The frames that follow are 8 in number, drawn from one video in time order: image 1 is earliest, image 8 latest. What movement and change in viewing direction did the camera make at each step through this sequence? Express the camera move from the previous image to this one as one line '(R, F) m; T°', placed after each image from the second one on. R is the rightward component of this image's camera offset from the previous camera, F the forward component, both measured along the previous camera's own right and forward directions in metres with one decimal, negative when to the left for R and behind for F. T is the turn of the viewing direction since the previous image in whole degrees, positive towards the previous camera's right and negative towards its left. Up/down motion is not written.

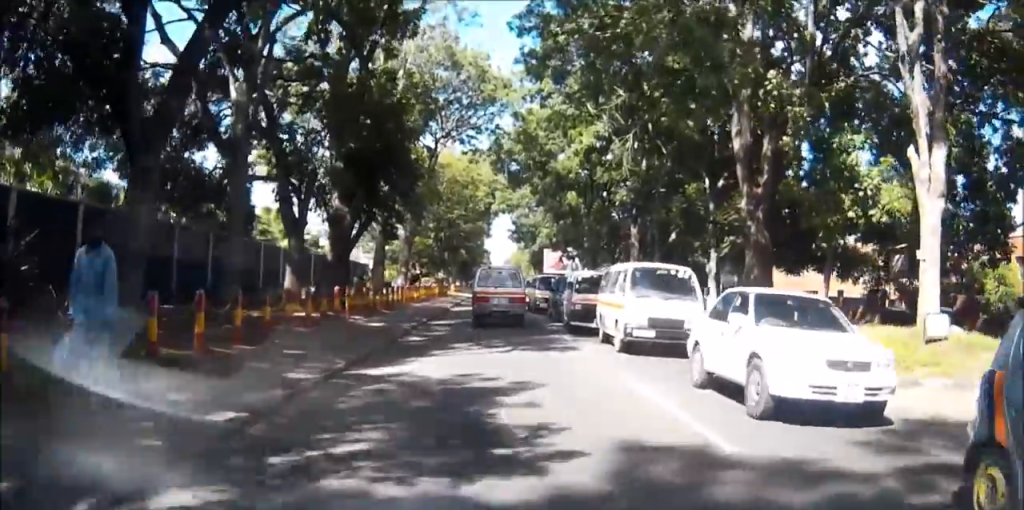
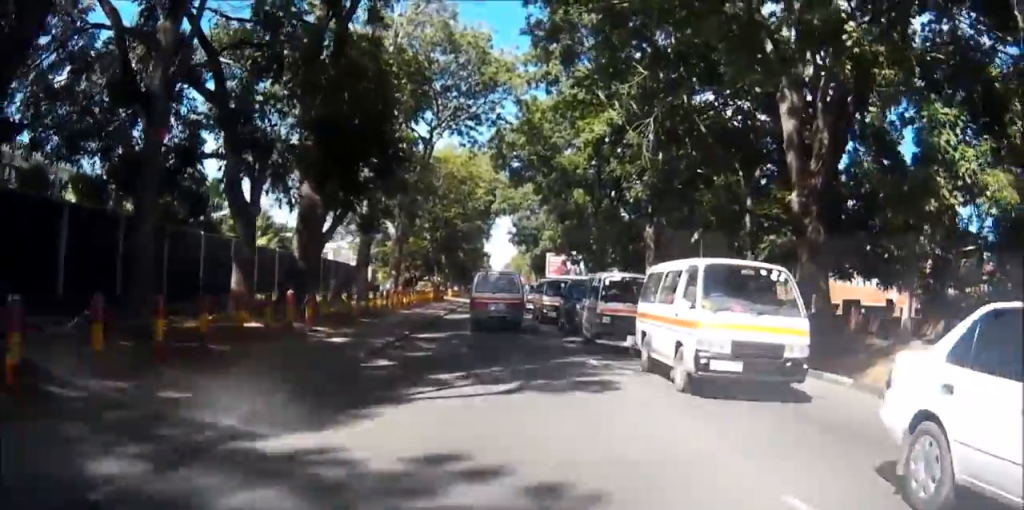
(-0.1, +4.9) m; -1°
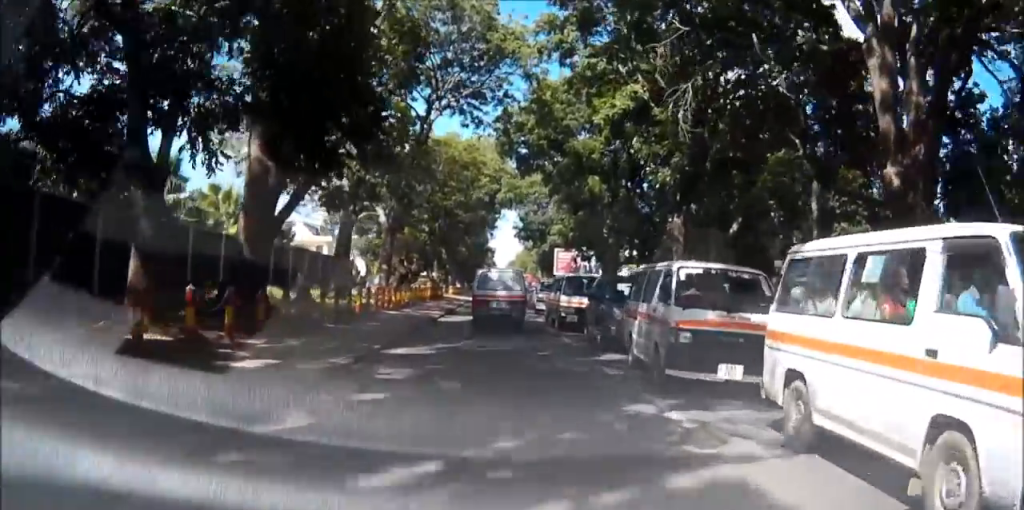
(0.0, +5.6) m; 0°
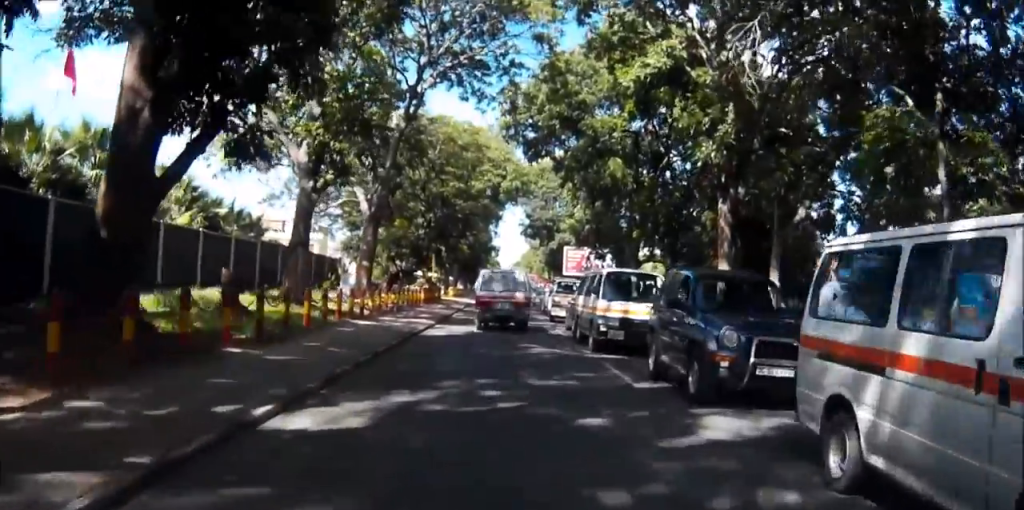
(0.0, +7.1) m; 0°
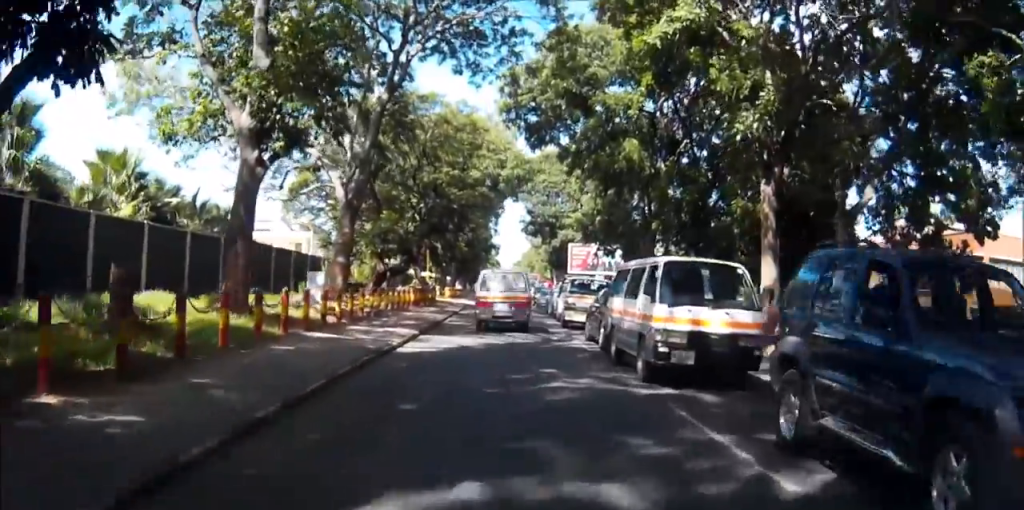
(0.0, +5.4) m; +1°
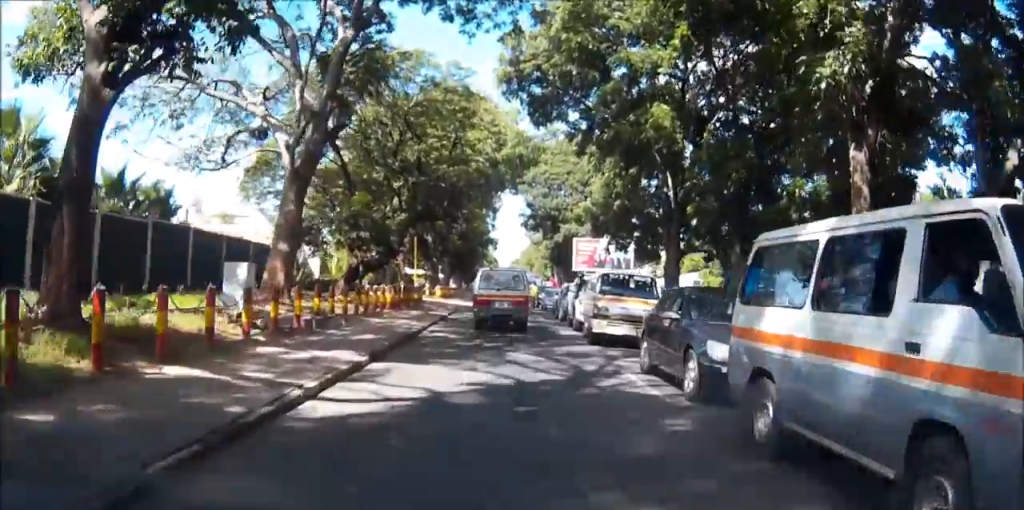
(+0.1, +7.6) m; +2°
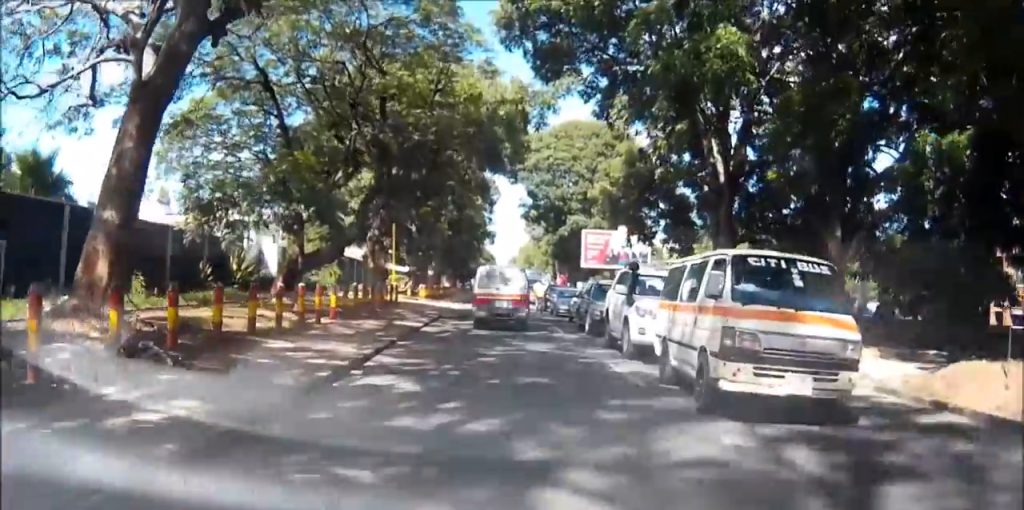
(+0.3, +10.4) m; +1°
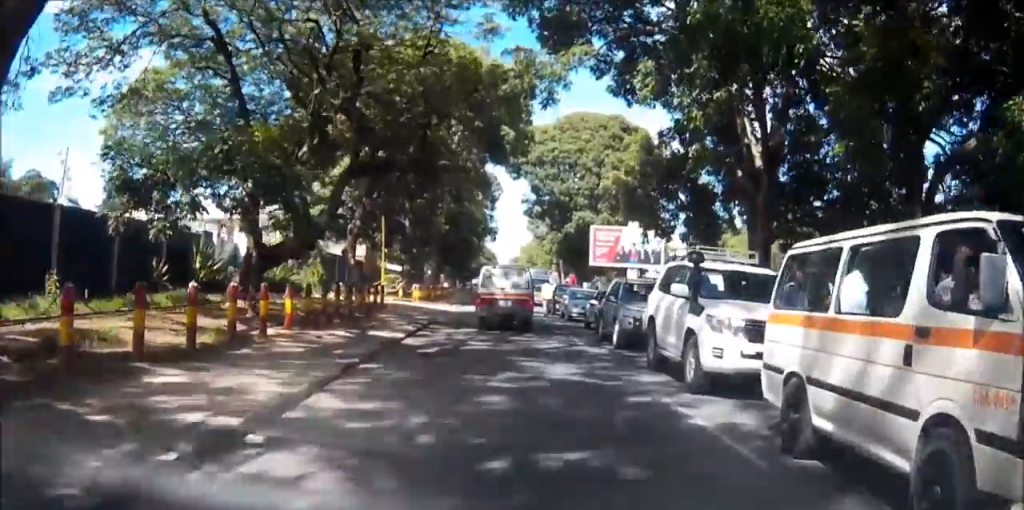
(0.0, +4.9) m; -1°
